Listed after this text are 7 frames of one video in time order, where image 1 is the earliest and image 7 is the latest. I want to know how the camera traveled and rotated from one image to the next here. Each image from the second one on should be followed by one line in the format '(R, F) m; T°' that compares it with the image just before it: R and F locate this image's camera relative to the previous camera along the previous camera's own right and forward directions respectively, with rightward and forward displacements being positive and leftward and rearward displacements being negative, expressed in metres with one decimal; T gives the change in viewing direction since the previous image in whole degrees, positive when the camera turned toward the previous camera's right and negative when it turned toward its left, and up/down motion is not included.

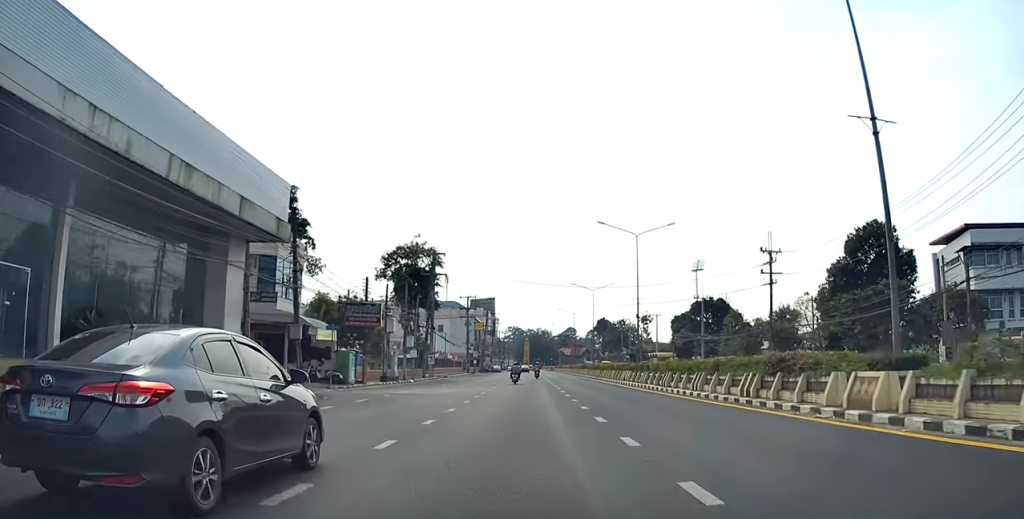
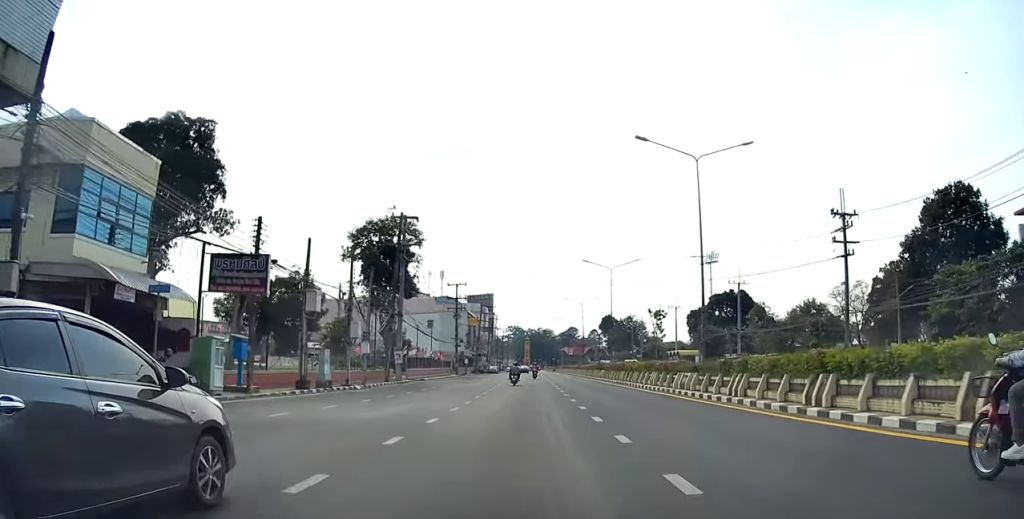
(0.0, +14.3) m; 0°
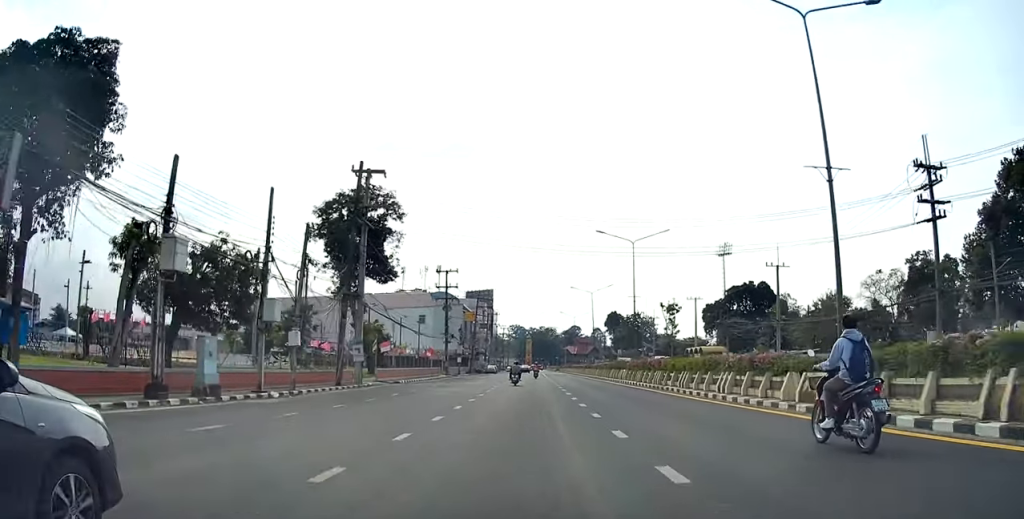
(0.0, +11.5) m; 0°
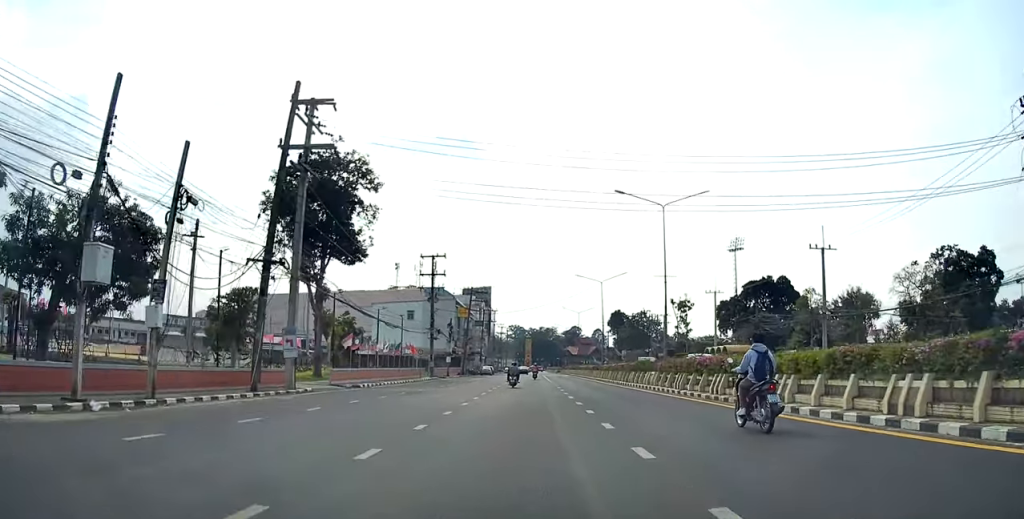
(0.0, +10.9) m; 0°
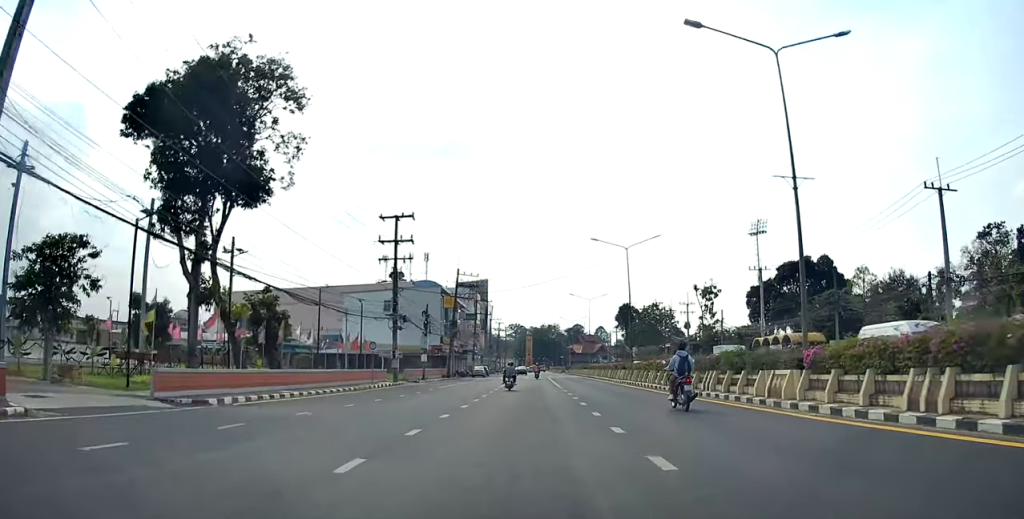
(0.0, +19.5) m; 0°
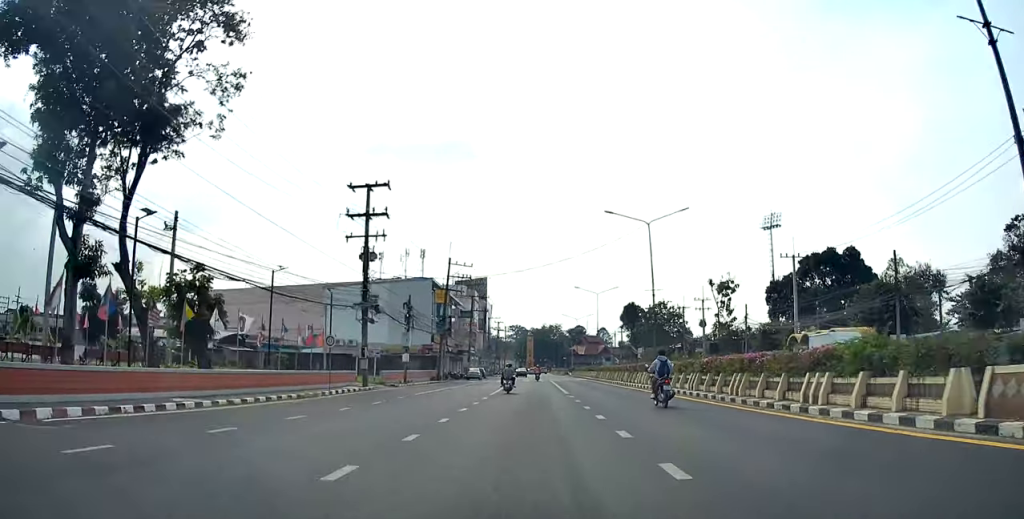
(0.0, +10.2) m; 0°
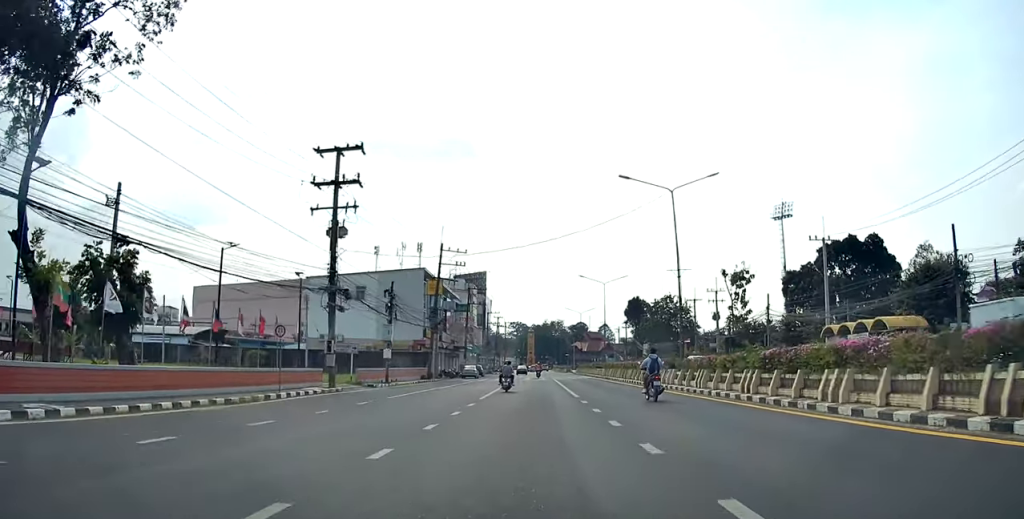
(0.0, +7.9) m; 0°
